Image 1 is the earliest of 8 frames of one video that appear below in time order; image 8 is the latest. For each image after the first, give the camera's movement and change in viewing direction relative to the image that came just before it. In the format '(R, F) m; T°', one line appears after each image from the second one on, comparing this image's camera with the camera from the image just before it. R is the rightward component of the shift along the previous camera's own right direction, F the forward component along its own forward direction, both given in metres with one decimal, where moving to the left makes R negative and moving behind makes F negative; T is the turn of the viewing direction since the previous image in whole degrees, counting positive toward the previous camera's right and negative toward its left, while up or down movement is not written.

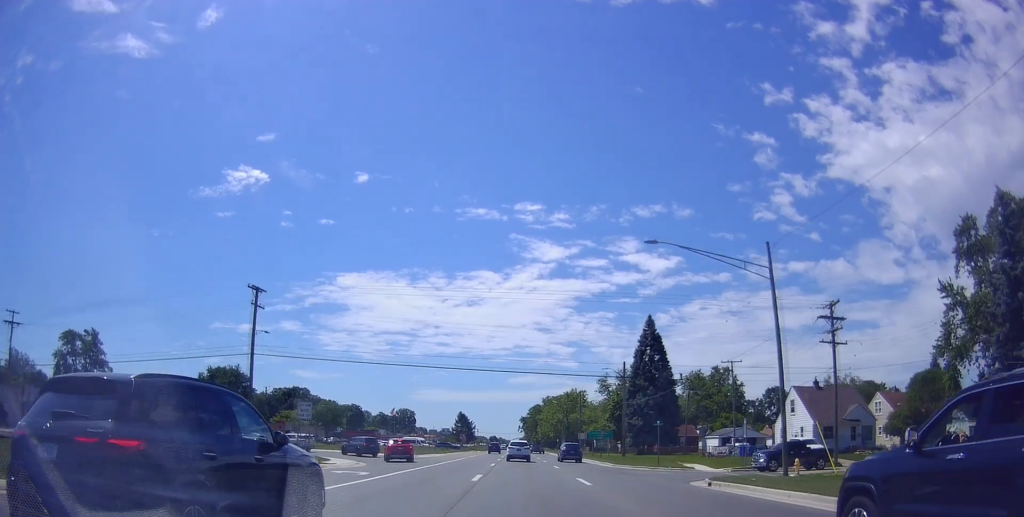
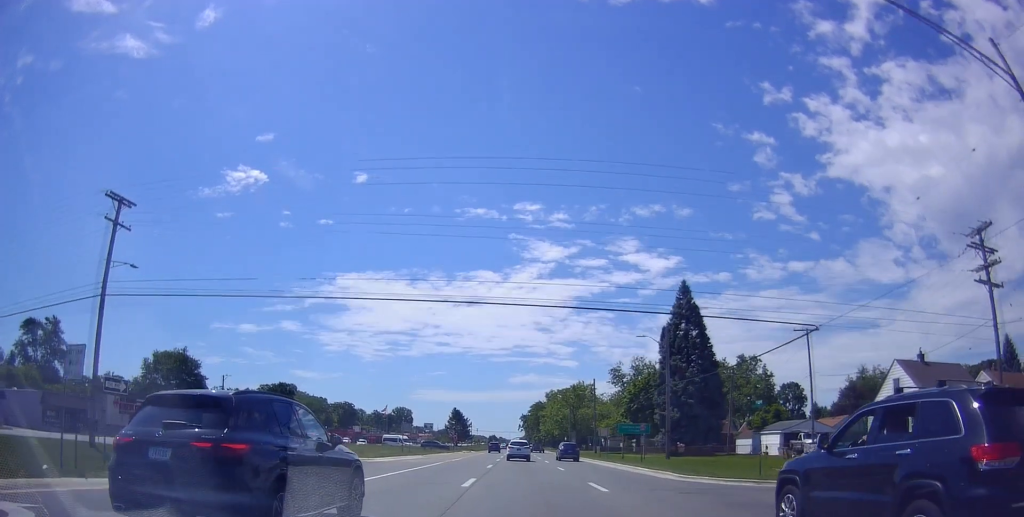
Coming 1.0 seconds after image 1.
(+0.6, +18.0) m; +1°
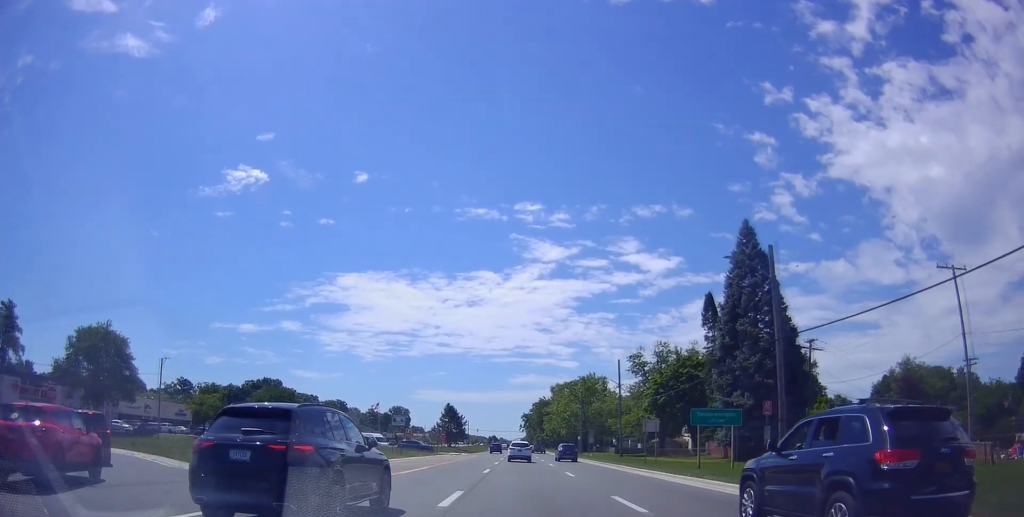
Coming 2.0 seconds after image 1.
(-0.3, +19.6) m; 0°
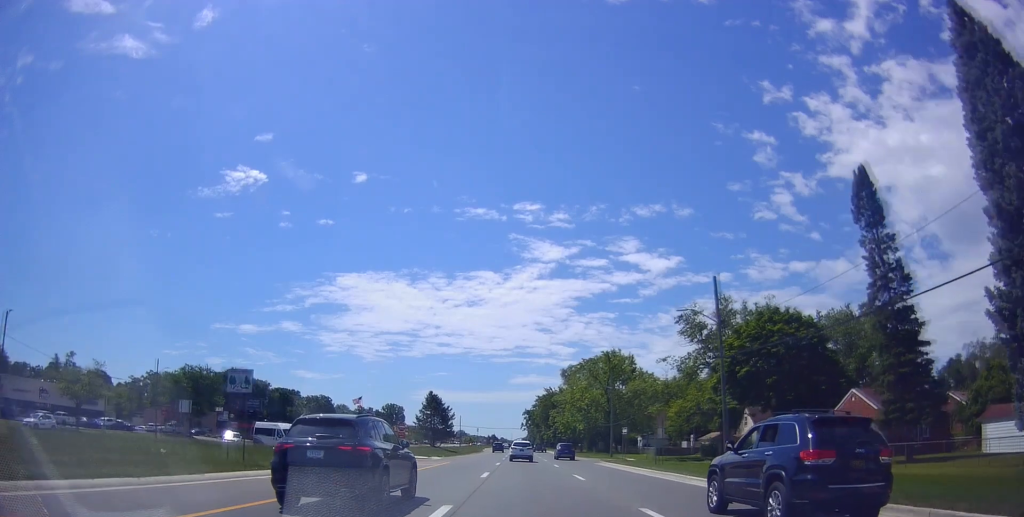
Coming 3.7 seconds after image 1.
(-0.6, +32.3) m; -1°
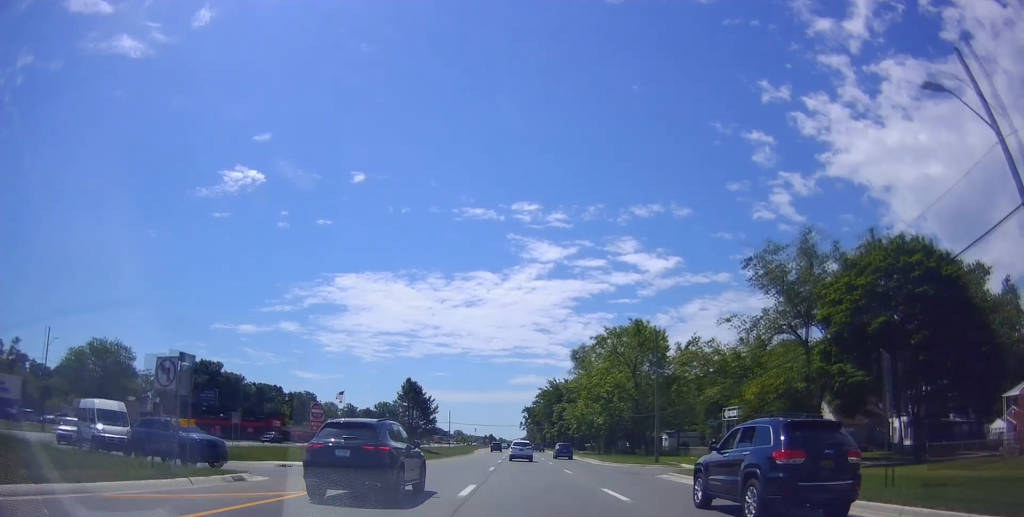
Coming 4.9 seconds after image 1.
(+0.6, +23.6) m; 0°
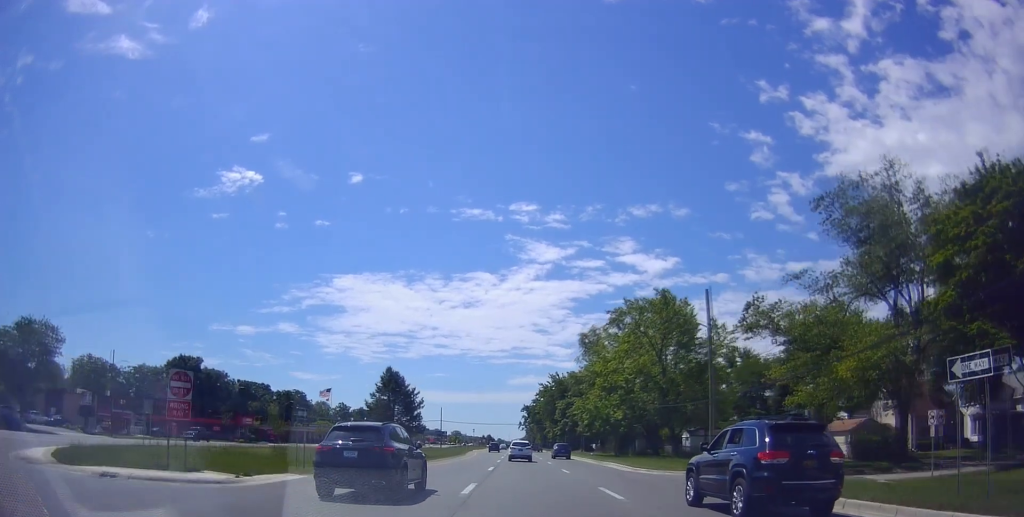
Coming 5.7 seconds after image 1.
(-0.6, +14.1) m; 0°
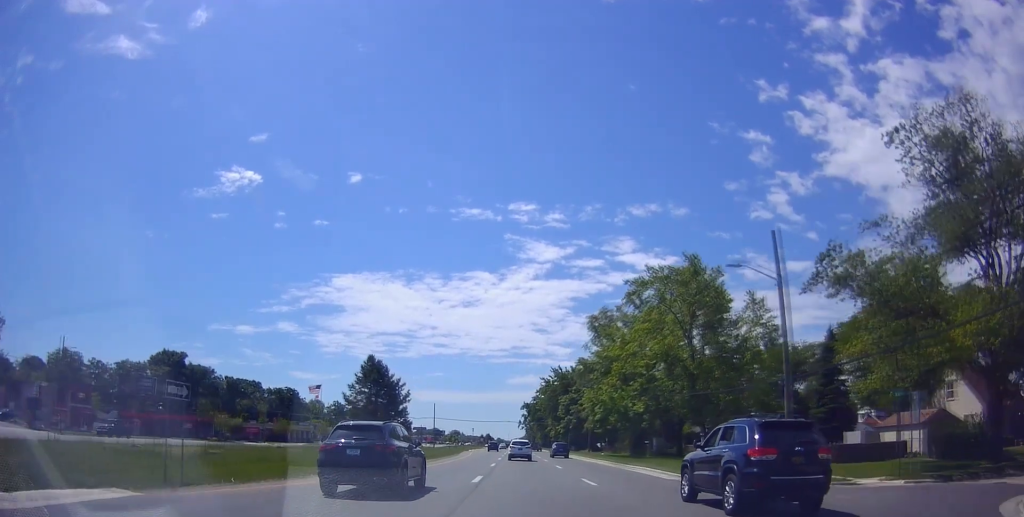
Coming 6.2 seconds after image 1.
(+0.2, +10.4) m; 0°
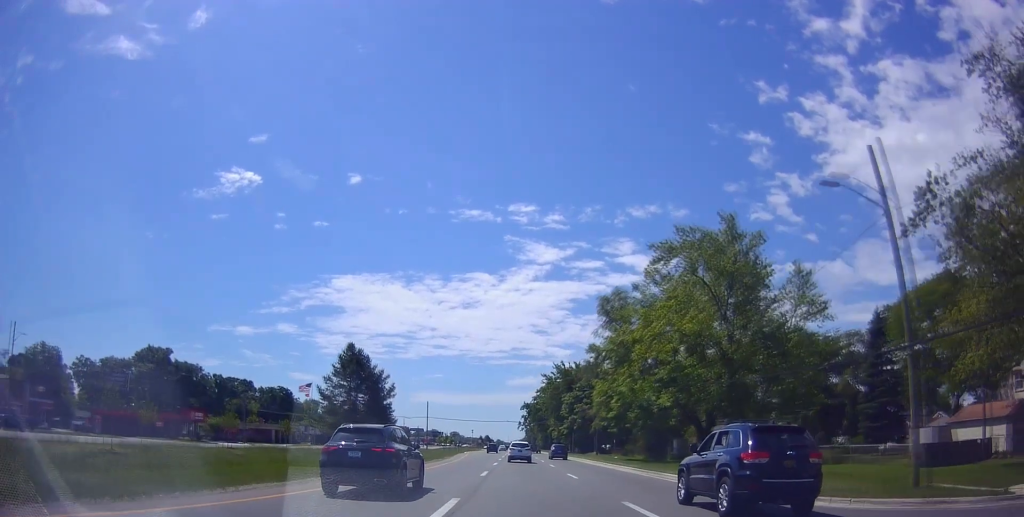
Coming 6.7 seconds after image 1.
(+0.3, +9.1) m; +1°
